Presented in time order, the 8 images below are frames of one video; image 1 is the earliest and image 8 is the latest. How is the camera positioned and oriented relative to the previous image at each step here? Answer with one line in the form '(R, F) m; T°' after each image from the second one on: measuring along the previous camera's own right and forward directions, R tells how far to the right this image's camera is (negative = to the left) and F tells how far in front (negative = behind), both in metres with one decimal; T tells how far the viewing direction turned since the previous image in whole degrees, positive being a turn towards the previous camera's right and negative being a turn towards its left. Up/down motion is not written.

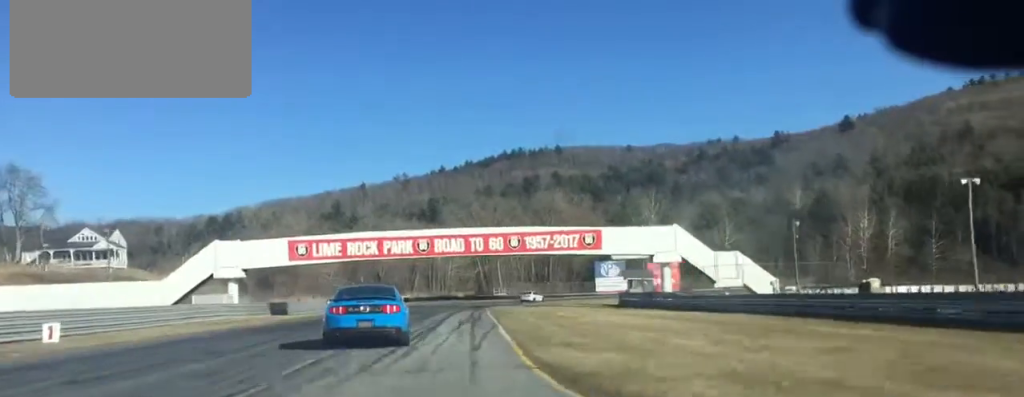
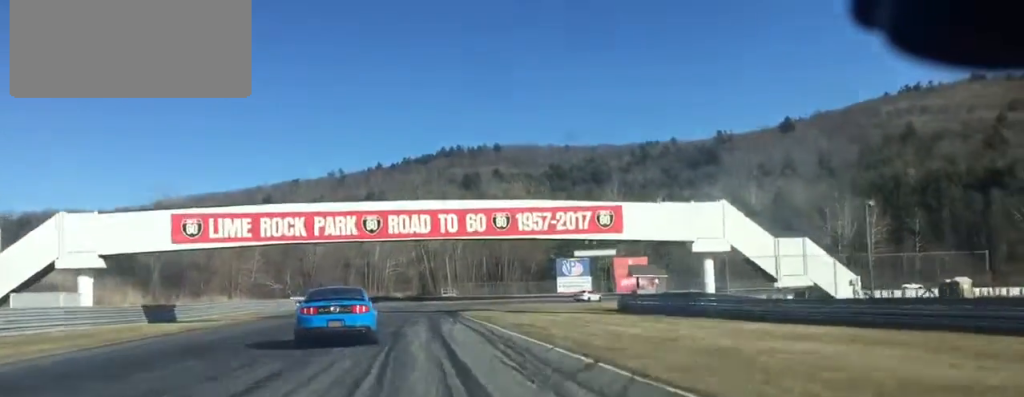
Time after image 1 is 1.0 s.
(+0.8, +22.6) m; +4°
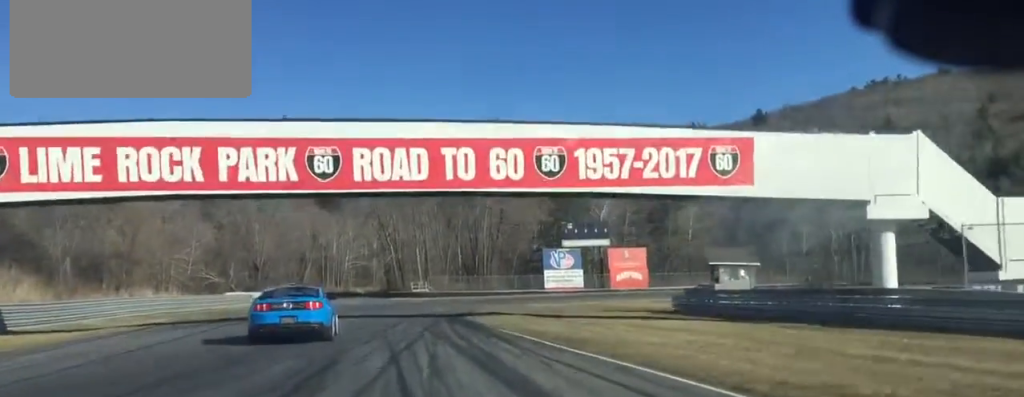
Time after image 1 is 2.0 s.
(+0.7, +23.2) m; +3°
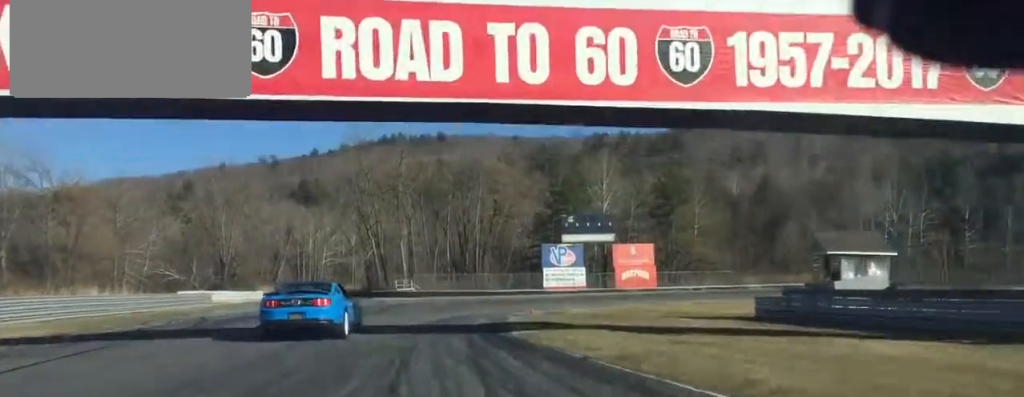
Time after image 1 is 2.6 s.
(+0.2, +14.7) m; +3°
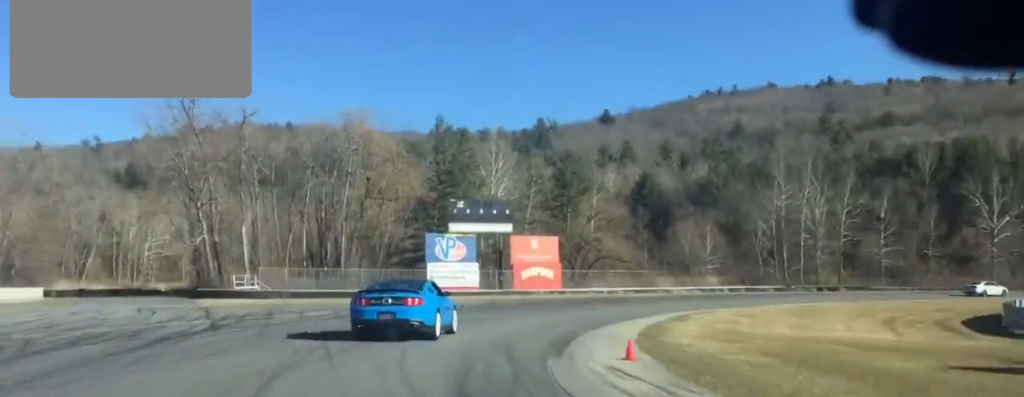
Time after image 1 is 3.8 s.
(+1.9, +27.2) m; +10°
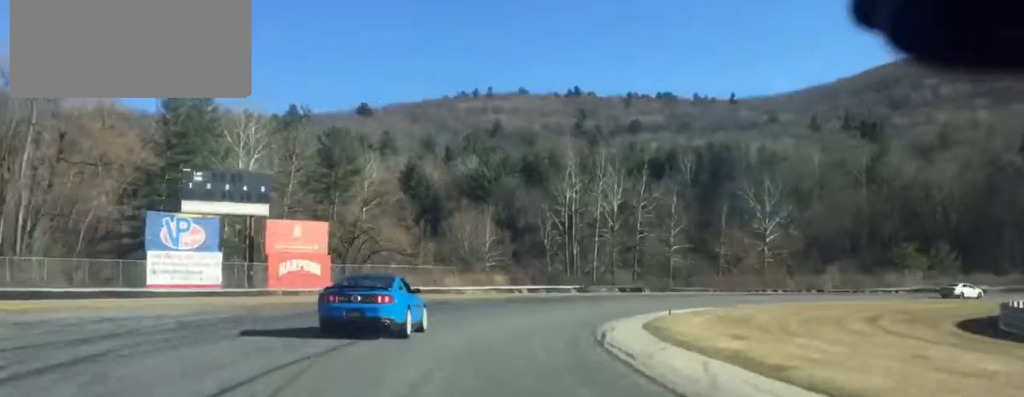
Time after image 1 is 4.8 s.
(+1.7, +21.5) m; +13°
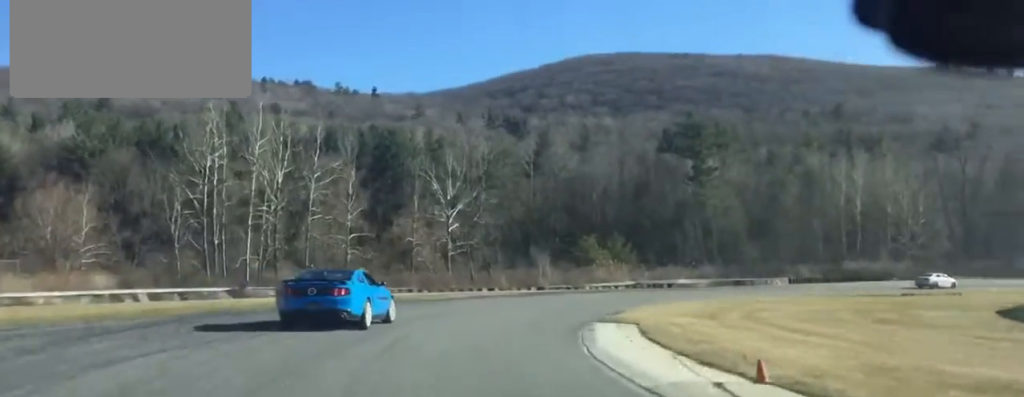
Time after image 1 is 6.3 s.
(+7.6, +30.1) m; +29°
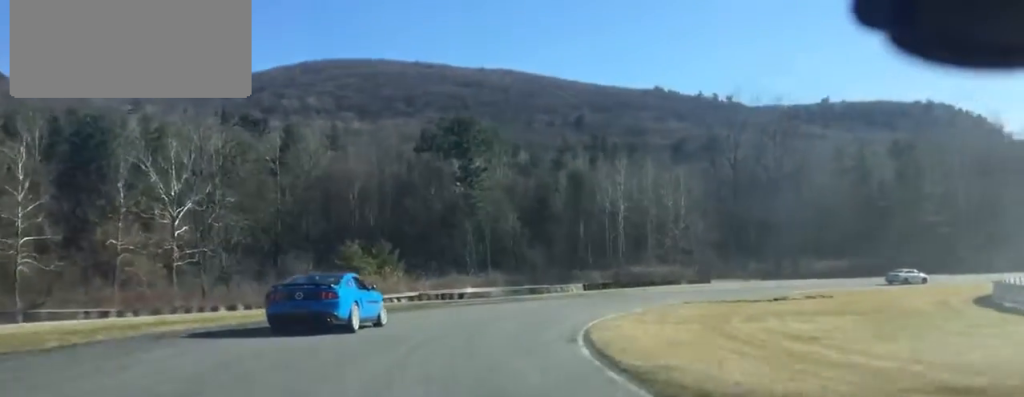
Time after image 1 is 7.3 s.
(+2.0, +21.2) m; +13°
